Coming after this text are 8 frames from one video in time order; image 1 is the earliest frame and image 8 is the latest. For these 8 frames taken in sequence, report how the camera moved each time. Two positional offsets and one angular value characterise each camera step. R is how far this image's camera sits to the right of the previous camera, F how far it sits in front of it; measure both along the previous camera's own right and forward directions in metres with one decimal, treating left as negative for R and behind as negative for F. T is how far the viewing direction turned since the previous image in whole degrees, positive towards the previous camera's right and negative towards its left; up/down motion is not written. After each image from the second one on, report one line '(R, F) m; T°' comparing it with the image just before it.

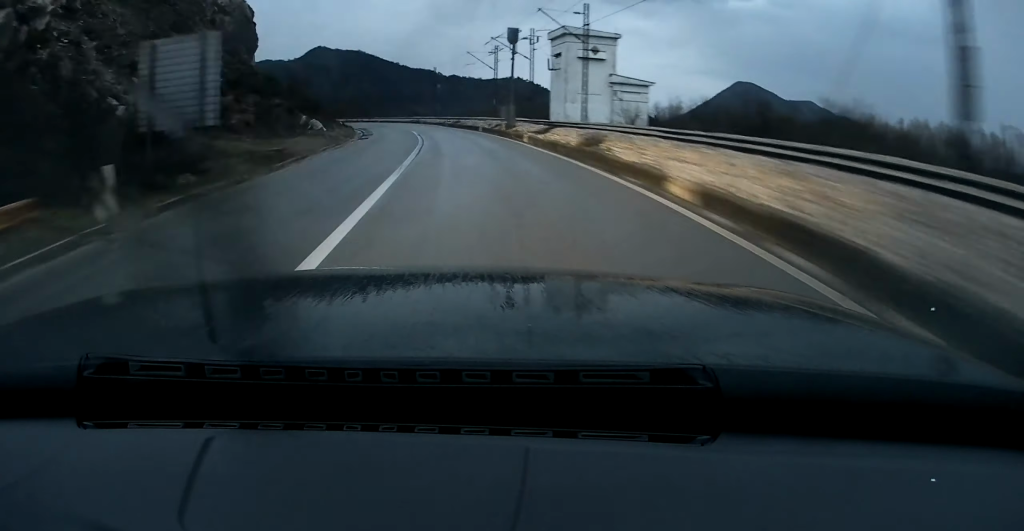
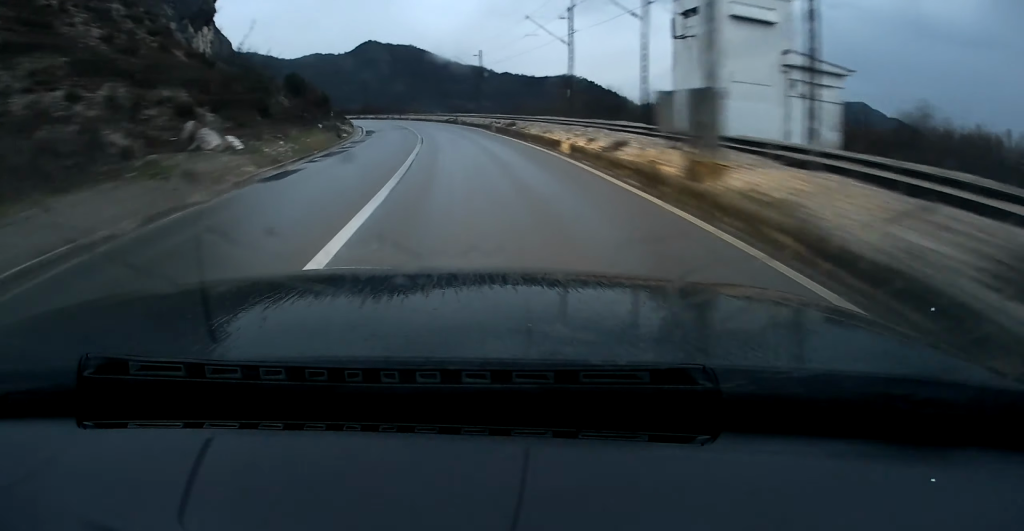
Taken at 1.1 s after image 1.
(-1.9, +24.1) m; -5°
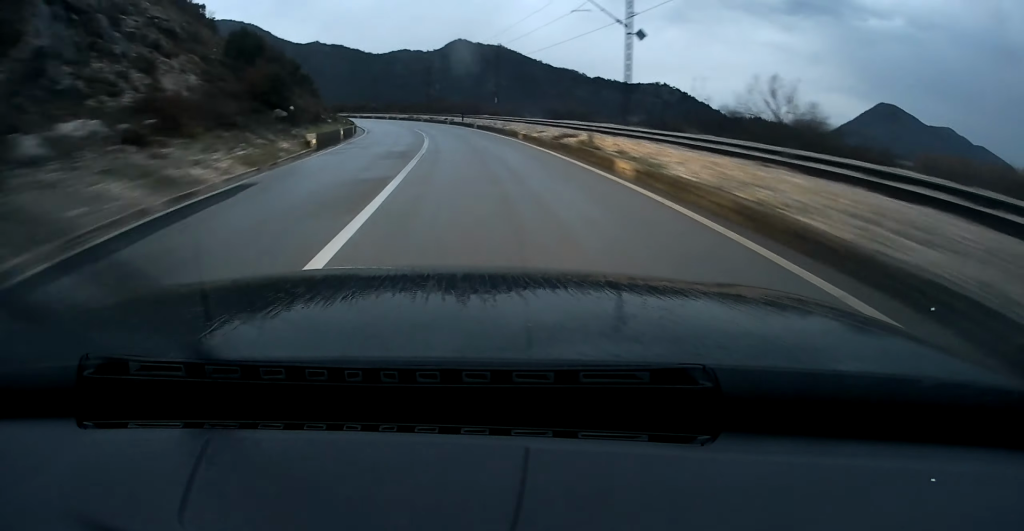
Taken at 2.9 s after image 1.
(-3.0, +41.3) m; -8°
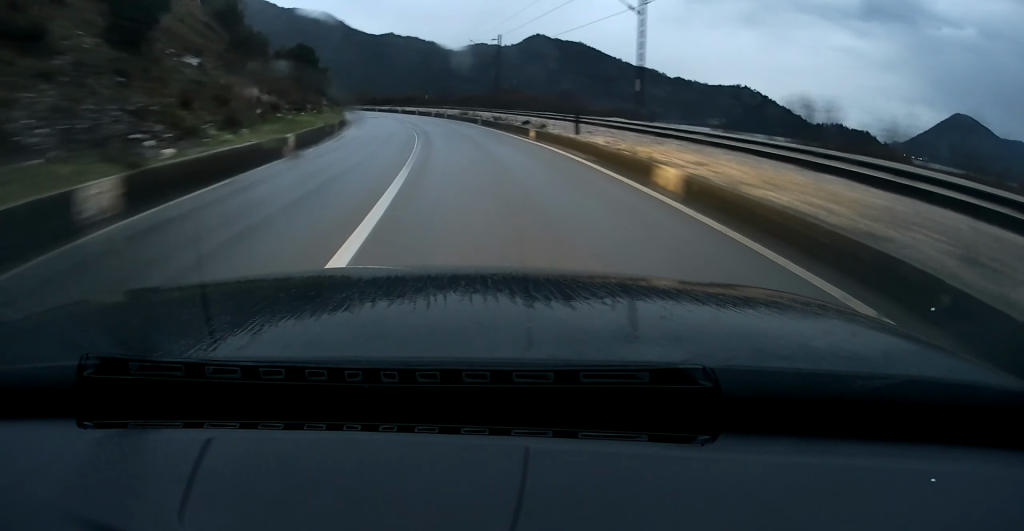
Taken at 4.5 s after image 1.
(-1.8, +36.3) m; -7°
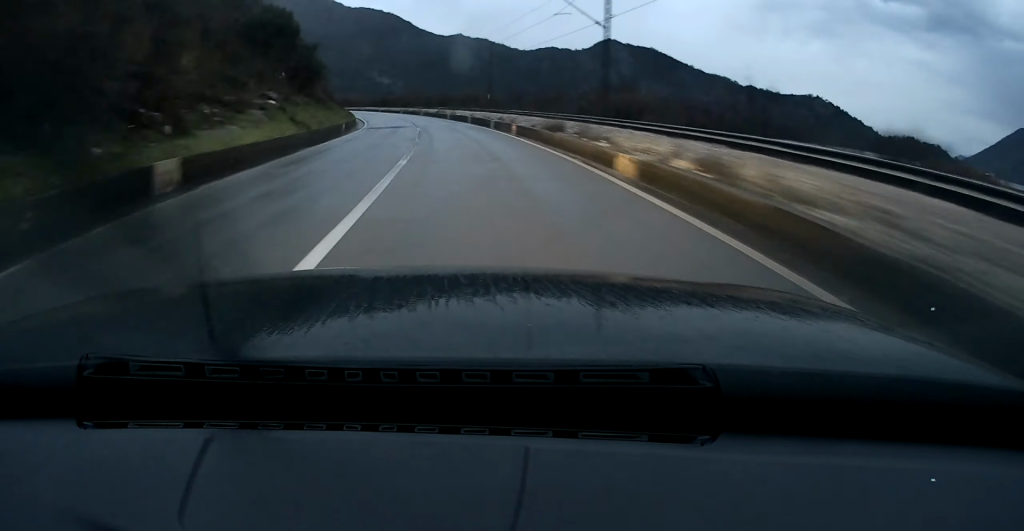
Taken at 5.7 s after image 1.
(-1.5, +27.6) m; -5°
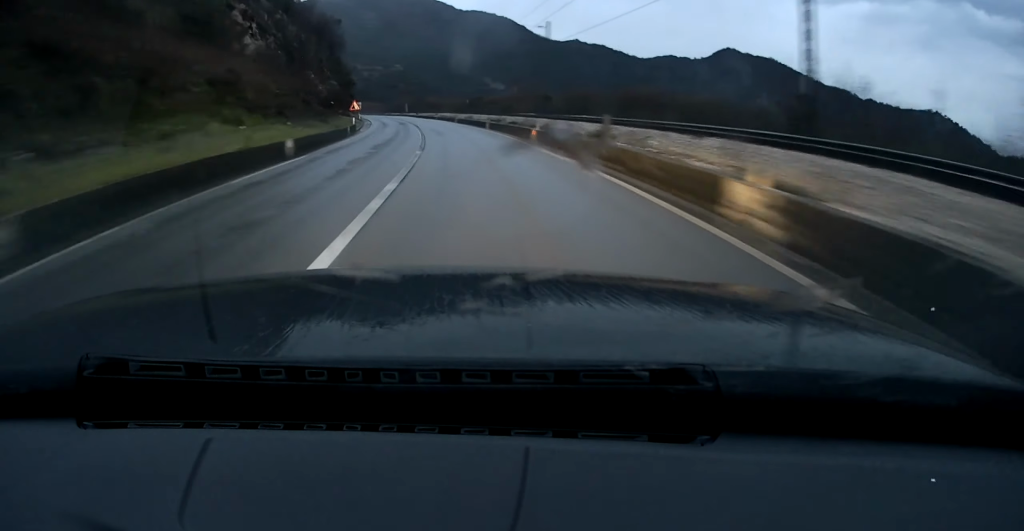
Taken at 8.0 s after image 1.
(-4.2, +53.8) m; -10°
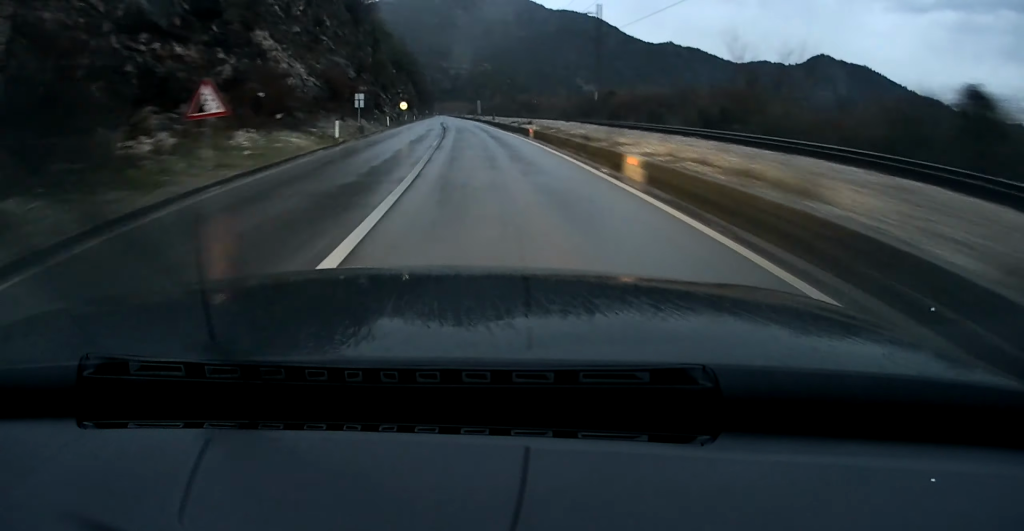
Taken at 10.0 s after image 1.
(-3.3, +47.7) m; -6°
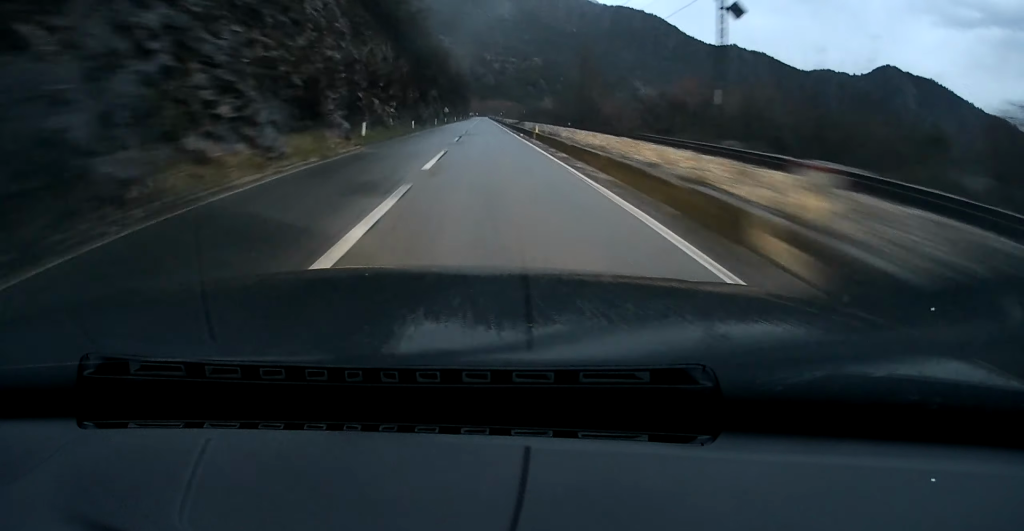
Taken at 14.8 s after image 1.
(-7.3, +125.1) m; -4°
